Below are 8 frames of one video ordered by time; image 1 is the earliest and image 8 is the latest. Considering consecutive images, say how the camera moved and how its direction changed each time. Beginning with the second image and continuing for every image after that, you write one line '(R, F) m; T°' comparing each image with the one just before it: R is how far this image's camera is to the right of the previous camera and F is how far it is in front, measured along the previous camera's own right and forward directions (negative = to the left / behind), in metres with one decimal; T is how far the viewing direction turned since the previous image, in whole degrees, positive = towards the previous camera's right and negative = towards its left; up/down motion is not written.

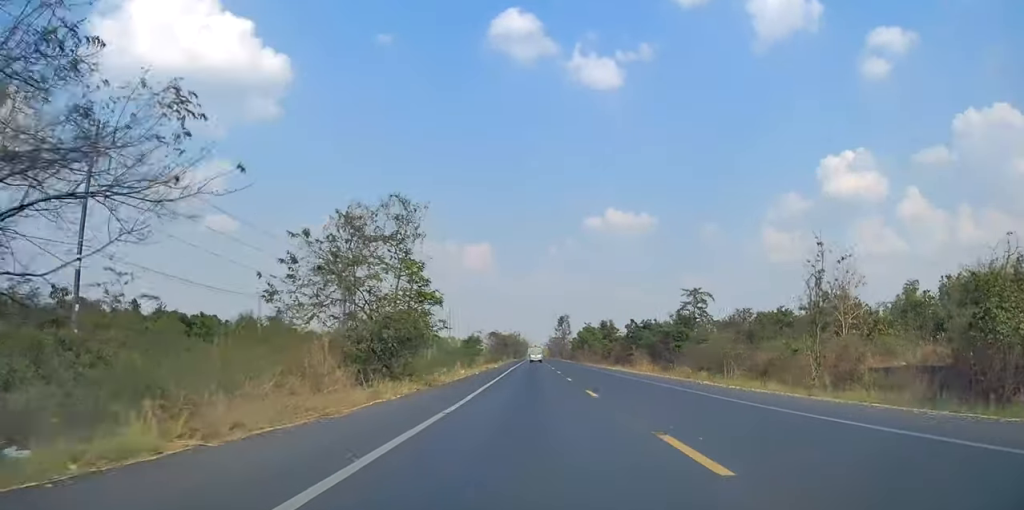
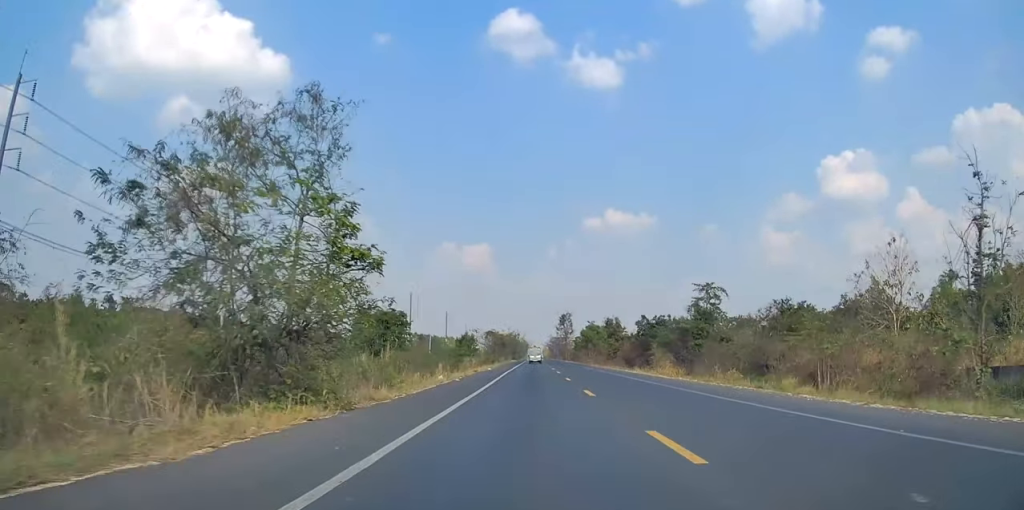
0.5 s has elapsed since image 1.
(+0.1, +11.5) m; 0°
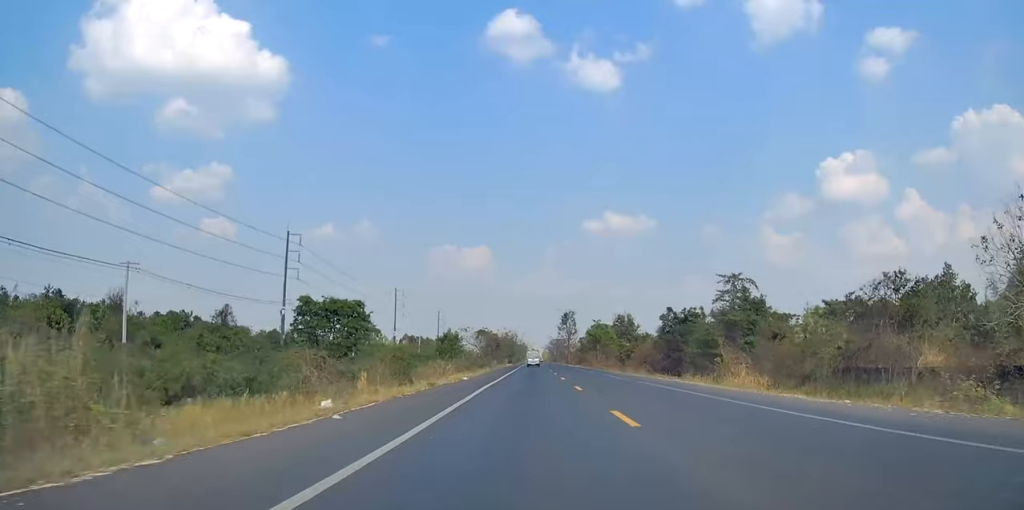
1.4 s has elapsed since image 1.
(+0.4, +20.1) m; 0°
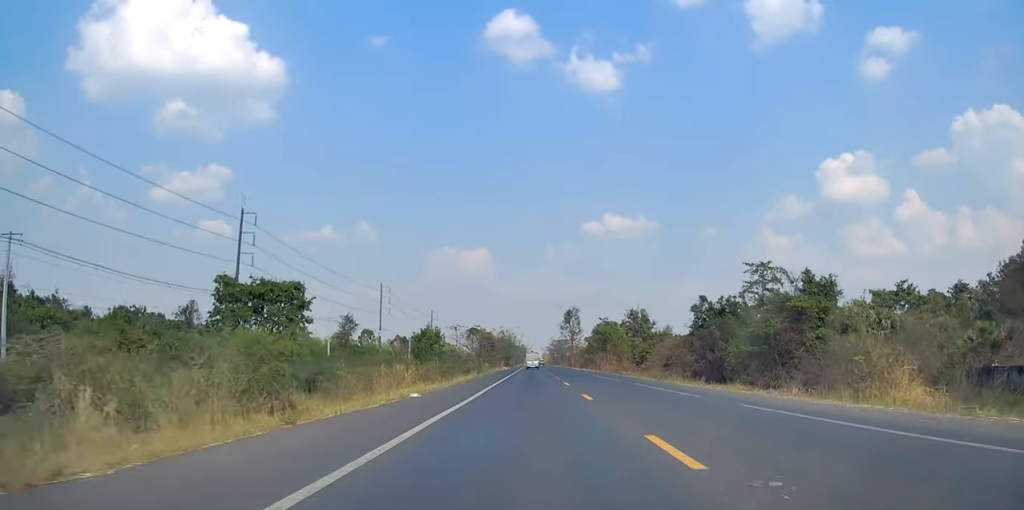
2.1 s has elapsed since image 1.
(-0.4, +16.0) m; -1°
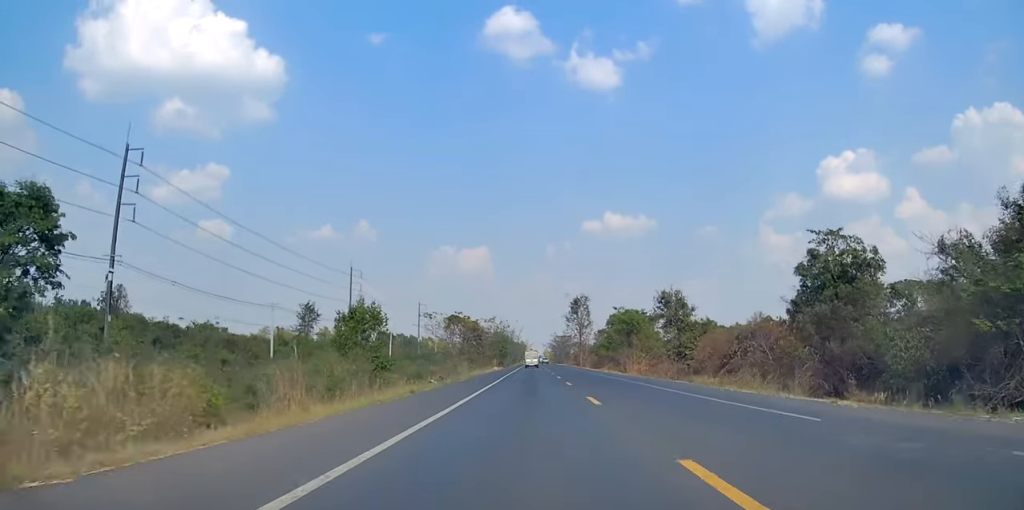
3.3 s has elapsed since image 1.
(+0.3, +26.8) m; +1°
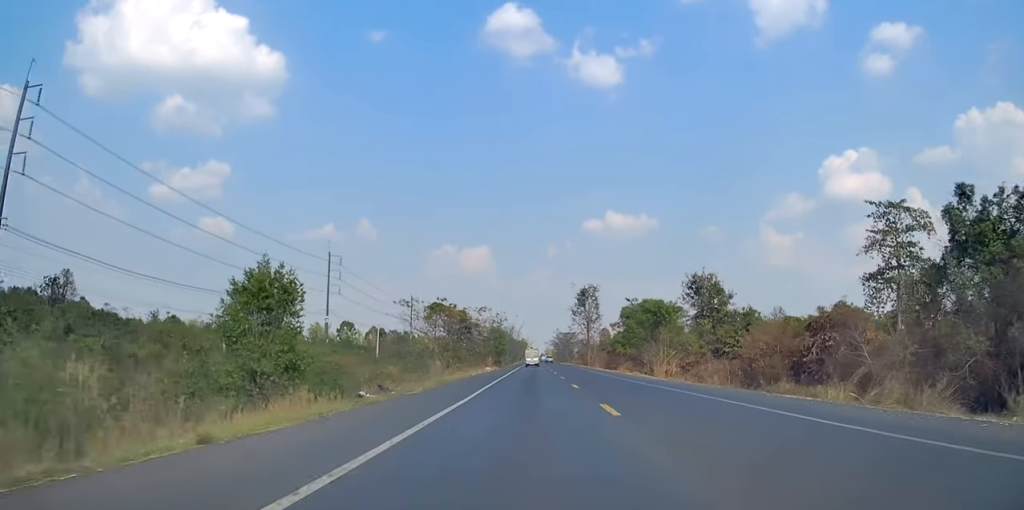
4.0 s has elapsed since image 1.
(-0.1, +16.0) m; 0°
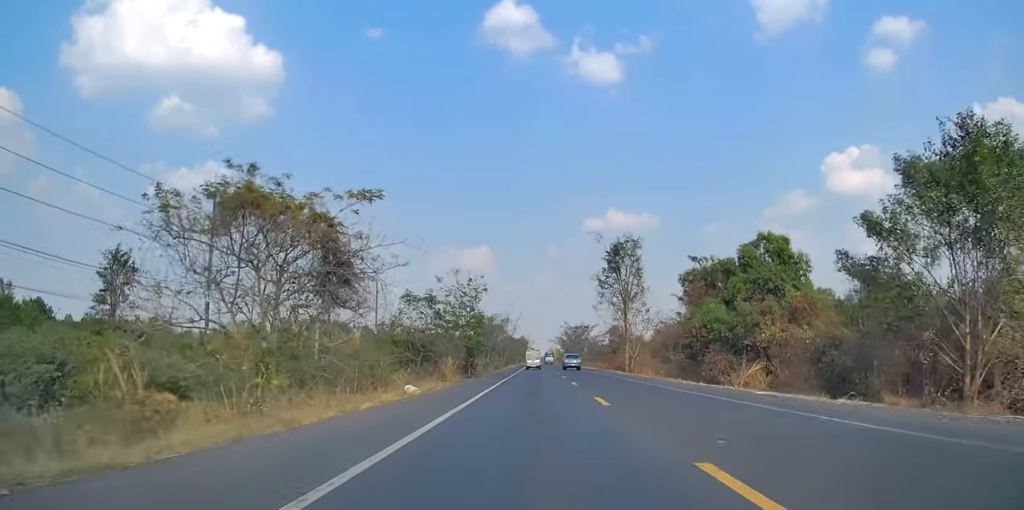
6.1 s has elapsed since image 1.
(+0.2, +45.1) m; 0°
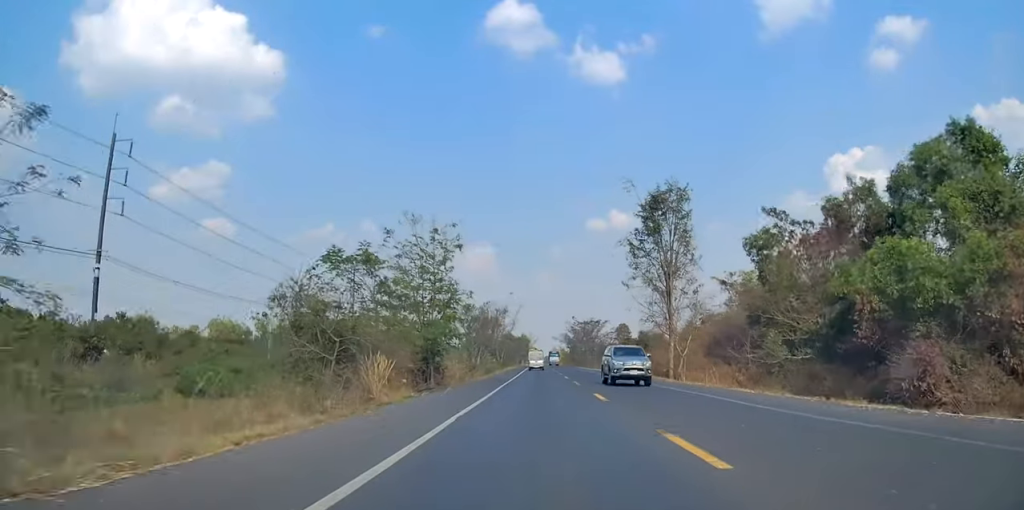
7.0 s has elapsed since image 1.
(-0.1, +22.0) m; 0°
